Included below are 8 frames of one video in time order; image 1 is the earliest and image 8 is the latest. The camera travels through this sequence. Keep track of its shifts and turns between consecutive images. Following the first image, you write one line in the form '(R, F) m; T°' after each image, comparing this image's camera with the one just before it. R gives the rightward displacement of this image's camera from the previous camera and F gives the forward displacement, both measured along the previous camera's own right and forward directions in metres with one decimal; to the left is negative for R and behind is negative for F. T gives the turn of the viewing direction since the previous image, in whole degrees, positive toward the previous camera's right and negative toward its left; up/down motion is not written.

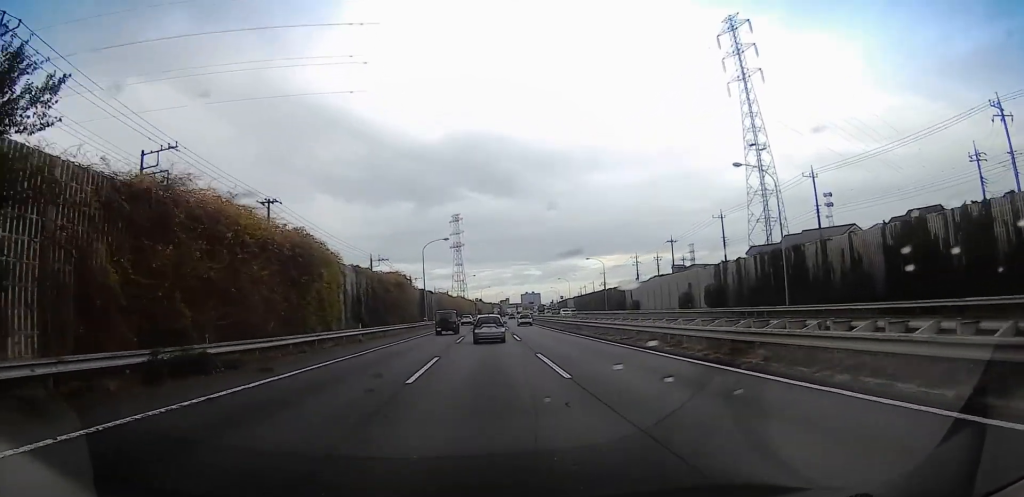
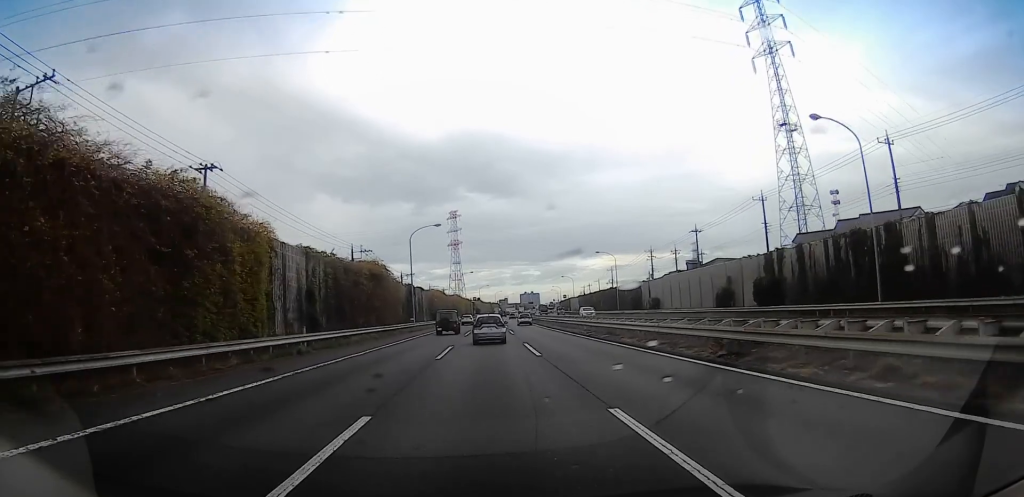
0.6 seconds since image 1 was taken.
(-0.1, +13.5) m; 0°
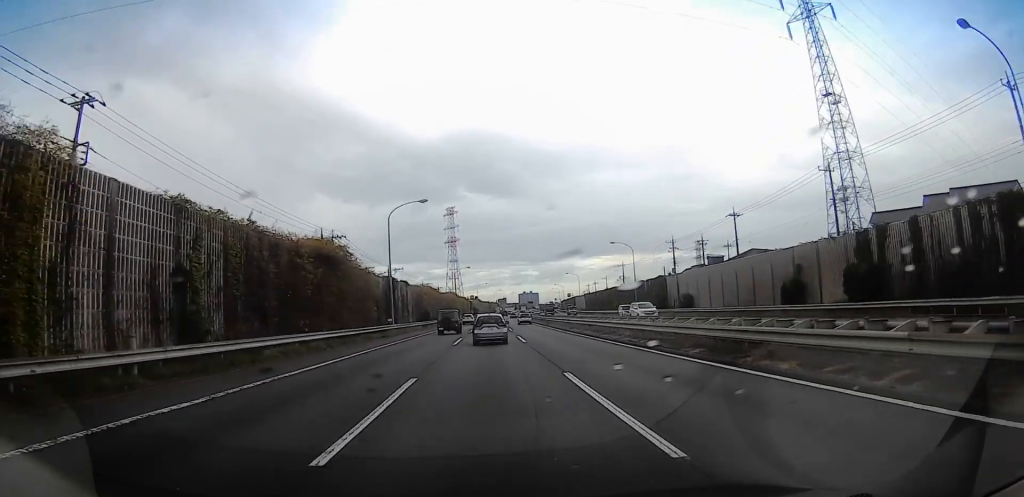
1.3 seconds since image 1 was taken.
(-0.2, +14.9) m; +2°
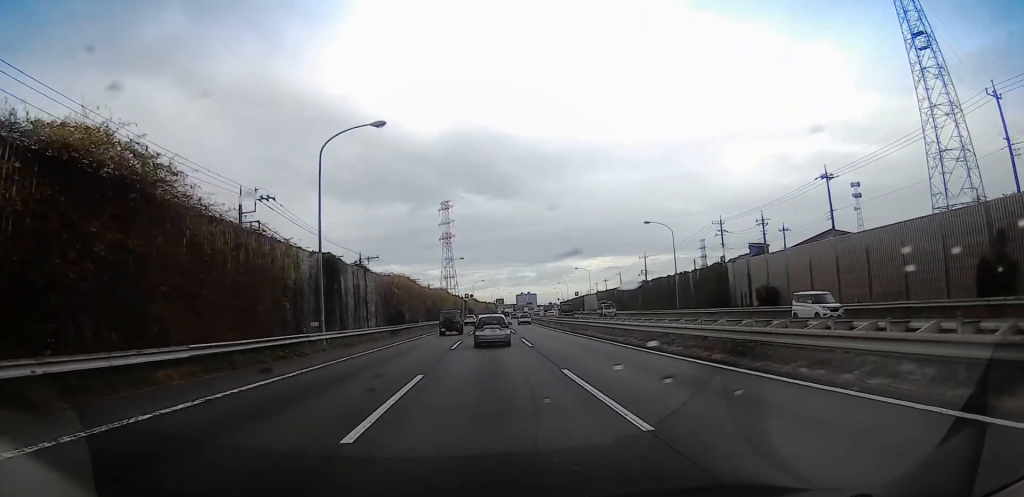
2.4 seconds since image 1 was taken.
(+1.2, +24.2) m; +2°
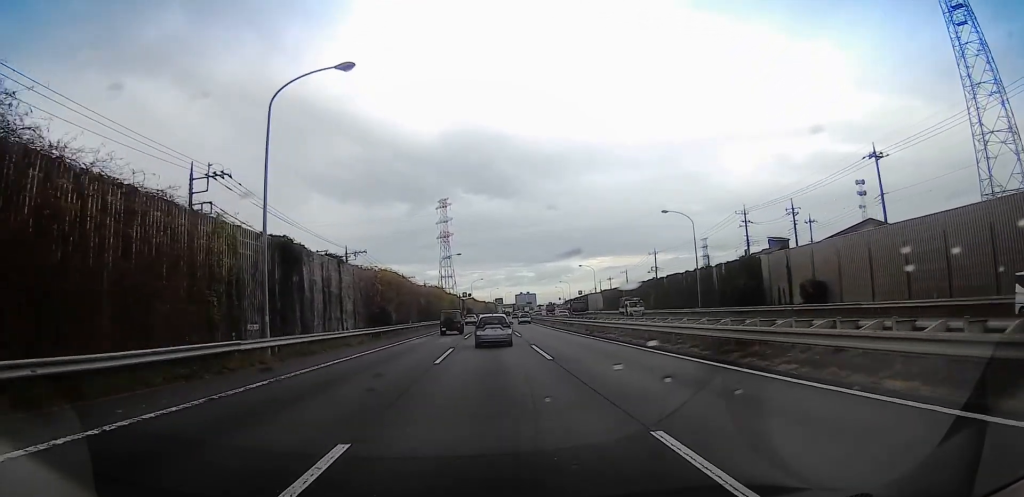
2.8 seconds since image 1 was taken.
(-0.1, +8.6) m; -1°
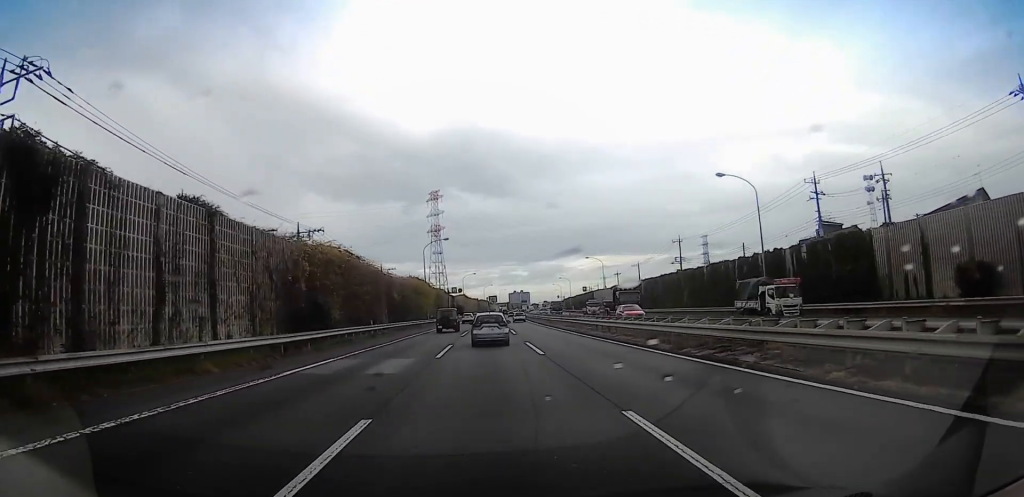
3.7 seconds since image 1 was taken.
(-0.4, +19.2) m; -2°
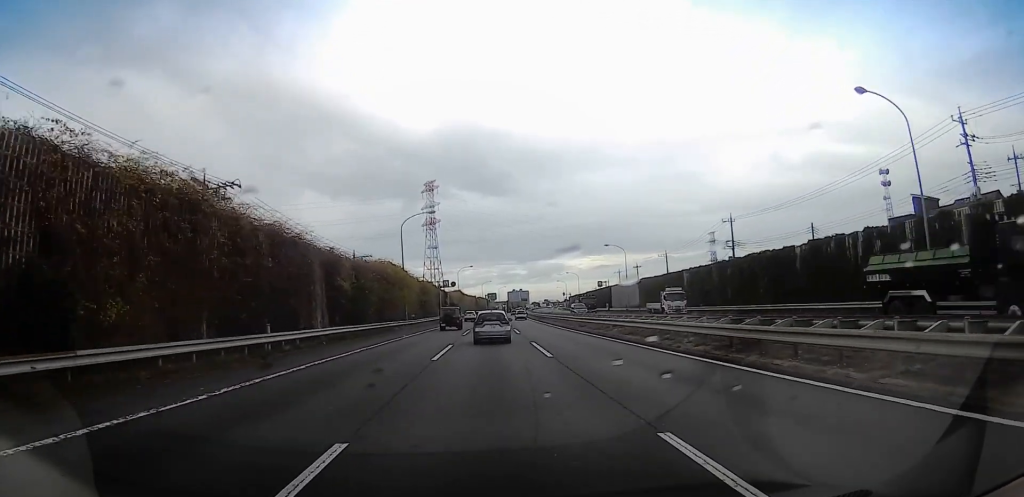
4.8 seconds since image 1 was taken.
(-0.1, +23.2) m; +1°
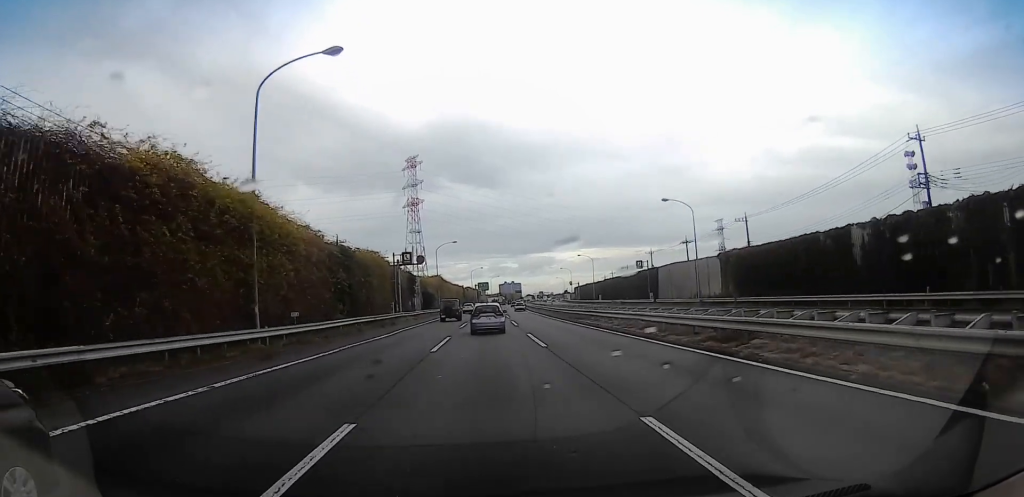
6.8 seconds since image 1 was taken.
(+0.3, +42.7) m; 0°
